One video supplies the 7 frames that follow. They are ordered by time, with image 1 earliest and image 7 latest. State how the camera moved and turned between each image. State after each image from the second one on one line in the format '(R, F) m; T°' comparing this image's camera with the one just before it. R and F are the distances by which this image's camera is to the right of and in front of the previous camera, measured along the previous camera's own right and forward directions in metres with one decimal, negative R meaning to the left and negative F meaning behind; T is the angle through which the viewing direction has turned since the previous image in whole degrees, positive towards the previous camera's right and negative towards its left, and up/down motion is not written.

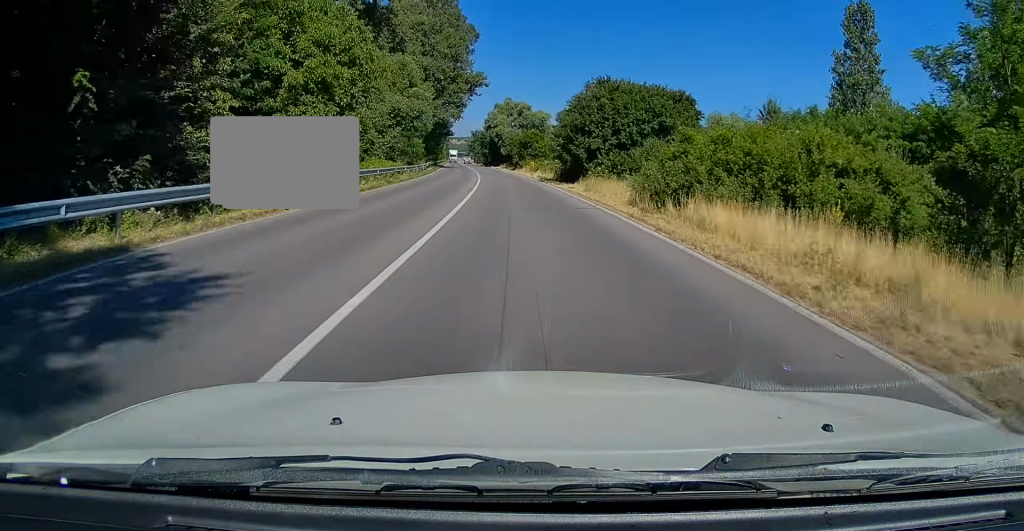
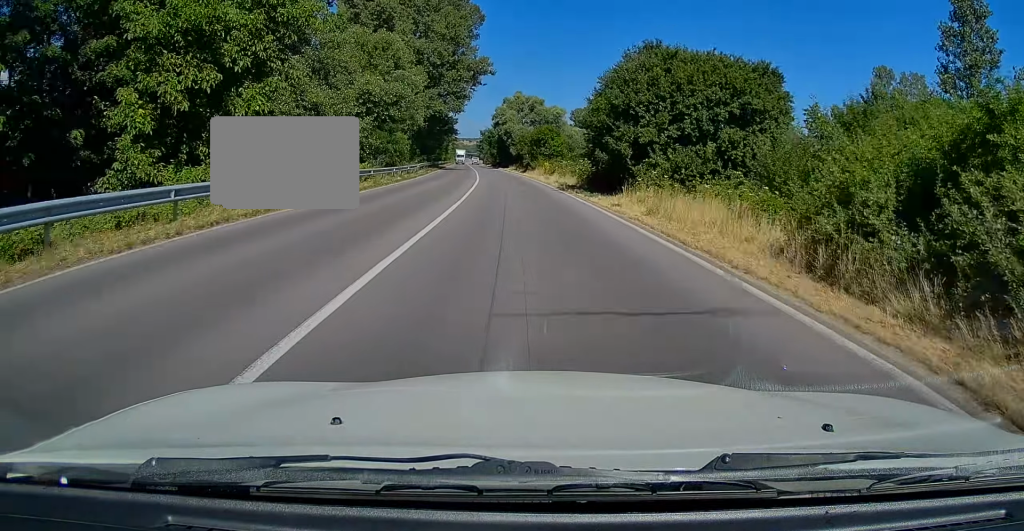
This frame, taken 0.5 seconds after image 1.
(-0.1, +12.7) m; 0°
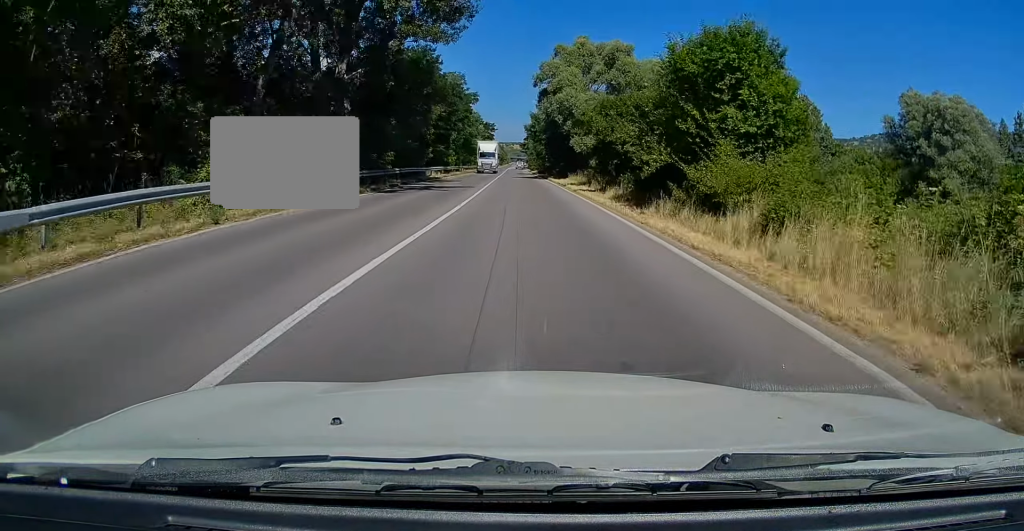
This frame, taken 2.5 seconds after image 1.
(-1.5, +49.9) m; -4°
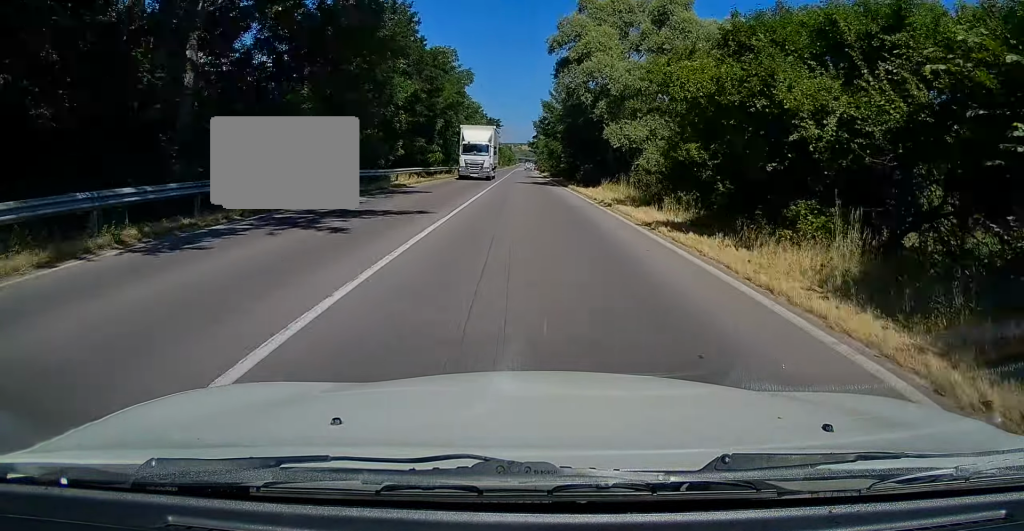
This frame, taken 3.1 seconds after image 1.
(-0.2, +16.9) m; -1°
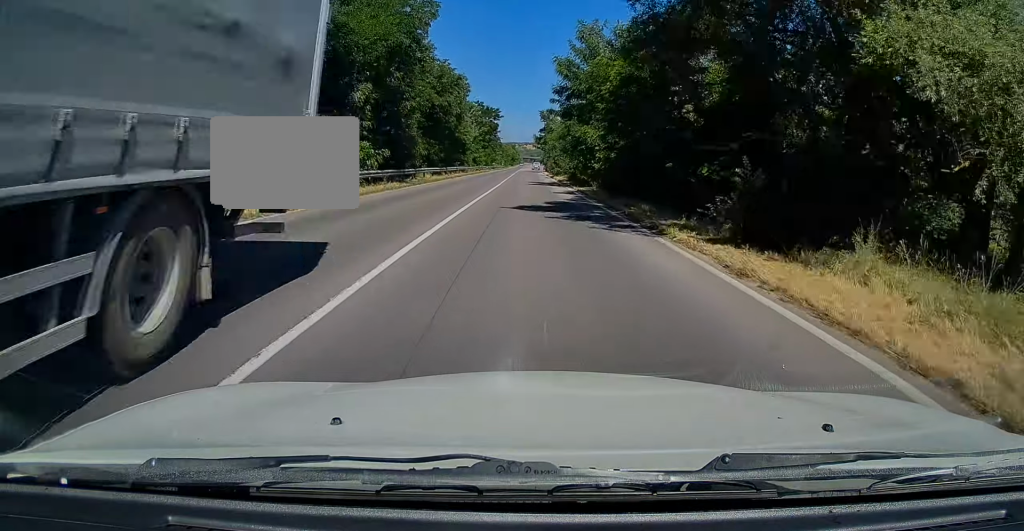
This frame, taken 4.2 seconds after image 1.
(-0.3, +26.0) m; -1°
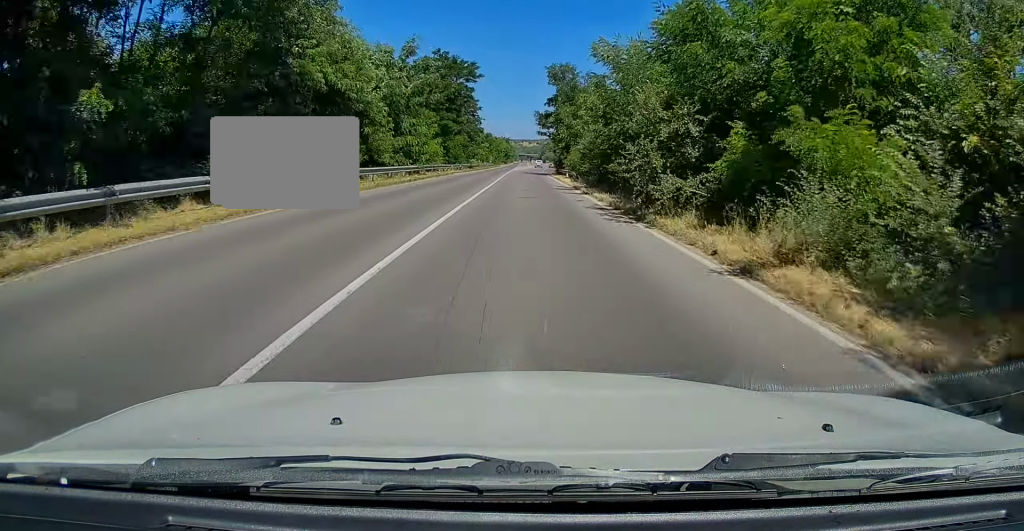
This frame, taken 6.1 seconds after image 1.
(-0.6, +49.6) m; 0°
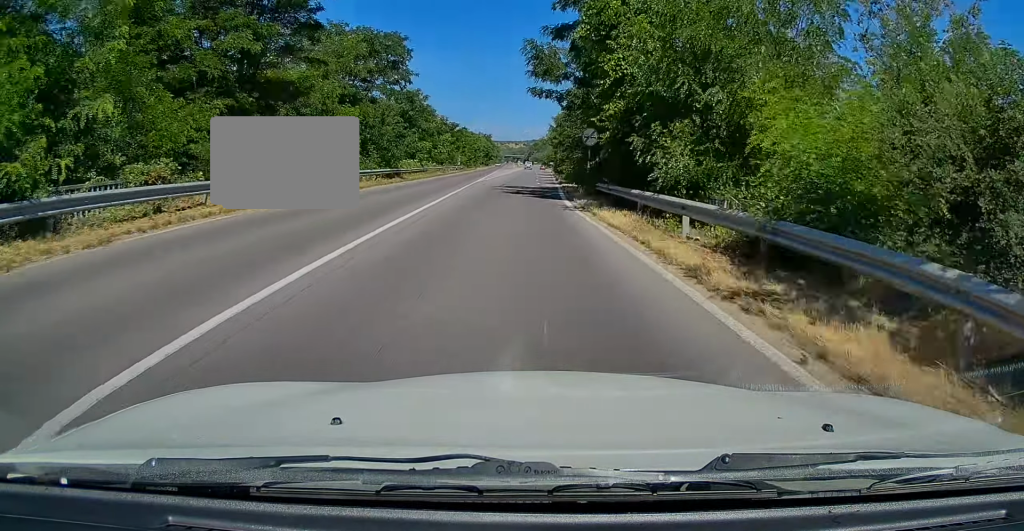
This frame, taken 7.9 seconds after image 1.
(+0.9, +43.7) m; +2°
